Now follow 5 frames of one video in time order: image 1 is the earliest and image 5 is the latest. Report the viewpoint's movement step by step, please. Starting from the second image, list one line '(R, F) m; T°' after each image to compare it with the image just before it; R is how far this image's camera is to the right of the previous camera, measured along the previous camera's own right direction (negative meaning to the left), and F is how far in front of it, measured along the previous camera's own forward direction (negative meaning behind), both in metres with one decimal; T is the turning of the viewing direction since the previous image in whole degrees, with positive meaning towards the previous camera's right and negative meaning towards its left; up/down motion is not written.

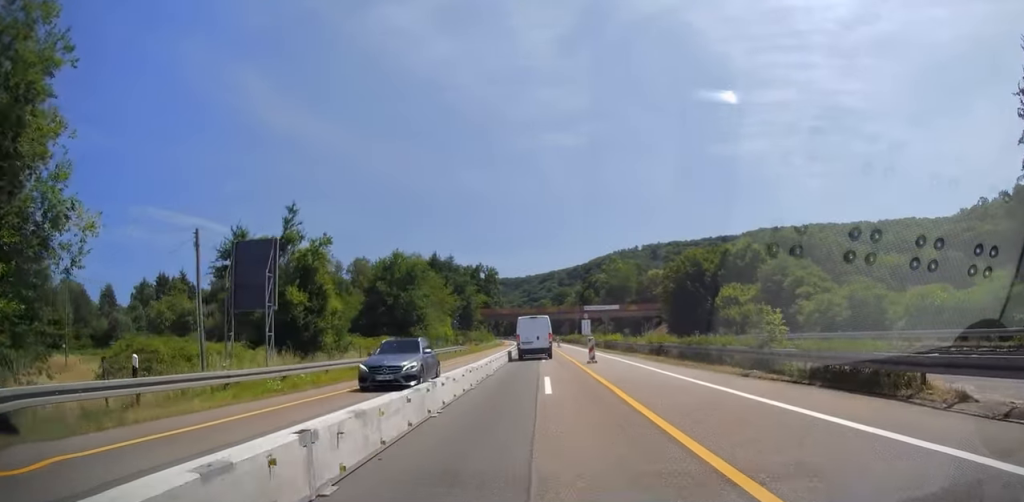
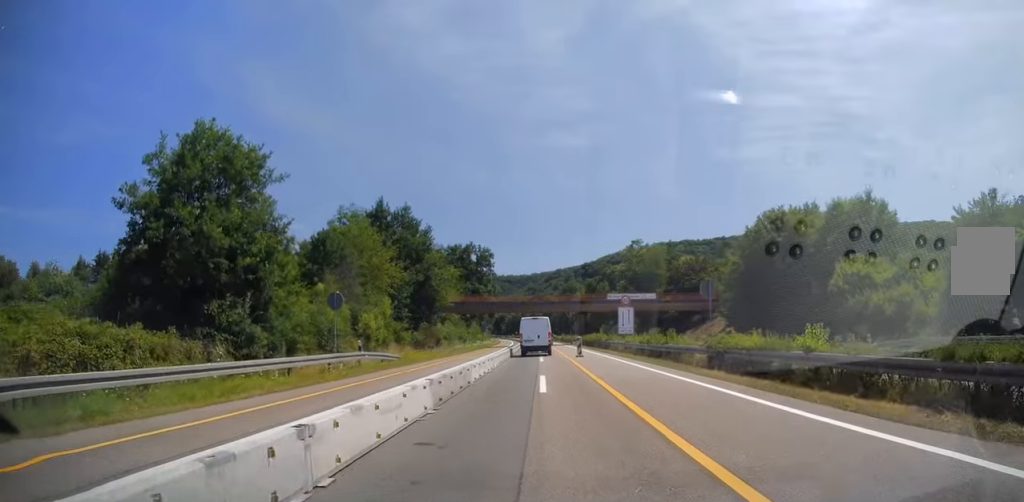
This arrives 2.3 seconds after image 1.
(0.0, +35.9) m; 0°
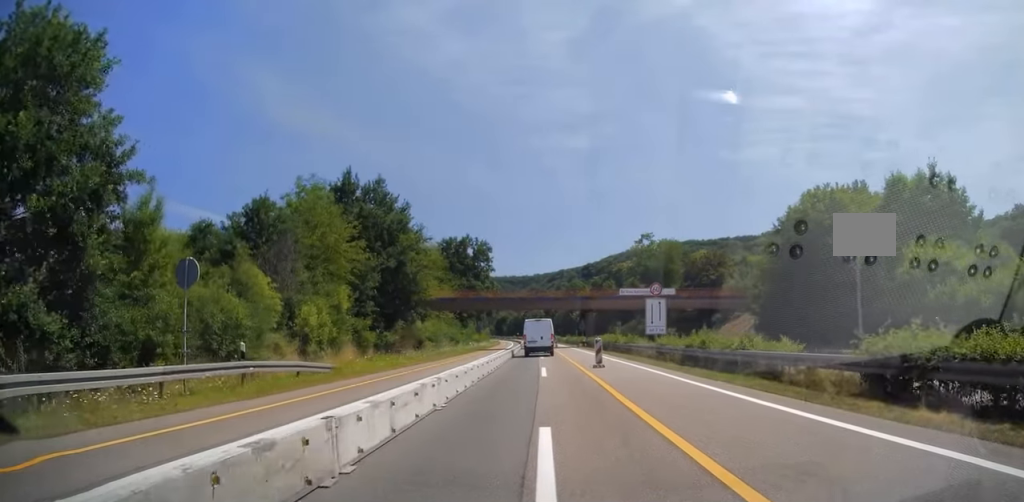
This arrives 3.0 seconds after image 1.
(+0.1, +11.3) m; 0°
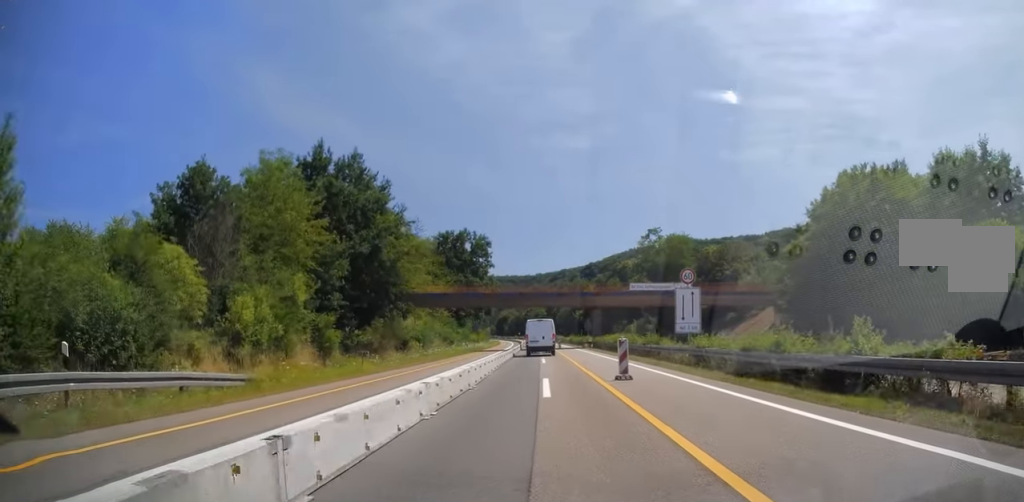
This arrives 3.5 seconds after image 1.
(+0.2, +7.2) m; 0°
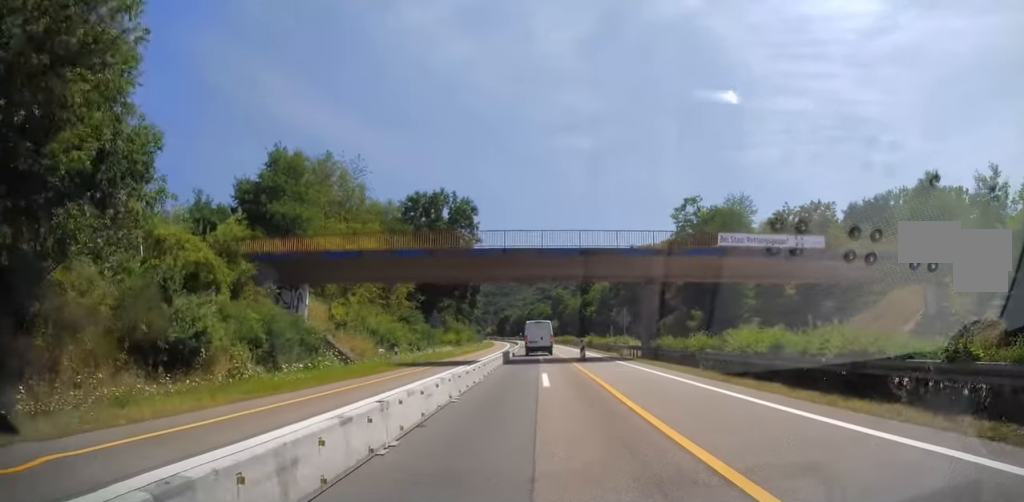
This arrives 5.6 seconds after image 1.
(-0.9, +32.6) m; -1°
